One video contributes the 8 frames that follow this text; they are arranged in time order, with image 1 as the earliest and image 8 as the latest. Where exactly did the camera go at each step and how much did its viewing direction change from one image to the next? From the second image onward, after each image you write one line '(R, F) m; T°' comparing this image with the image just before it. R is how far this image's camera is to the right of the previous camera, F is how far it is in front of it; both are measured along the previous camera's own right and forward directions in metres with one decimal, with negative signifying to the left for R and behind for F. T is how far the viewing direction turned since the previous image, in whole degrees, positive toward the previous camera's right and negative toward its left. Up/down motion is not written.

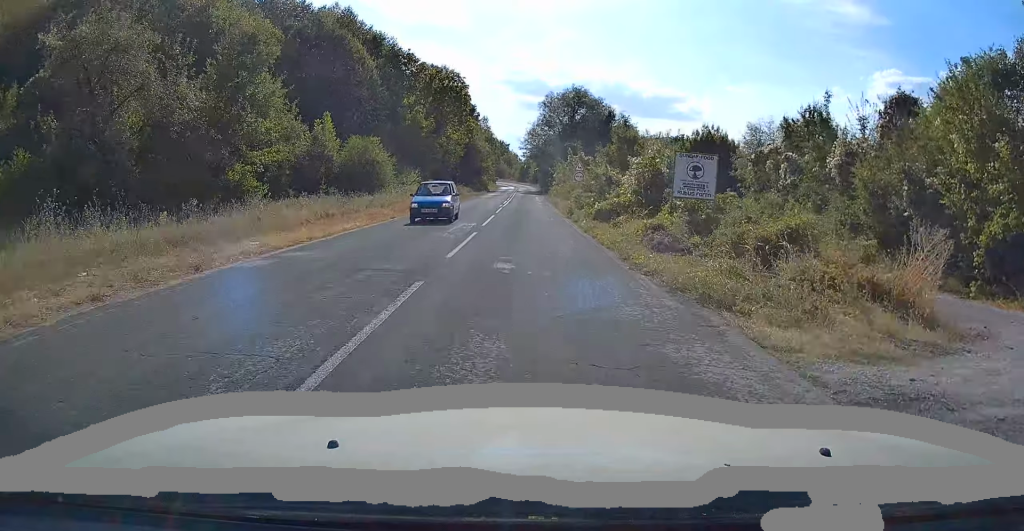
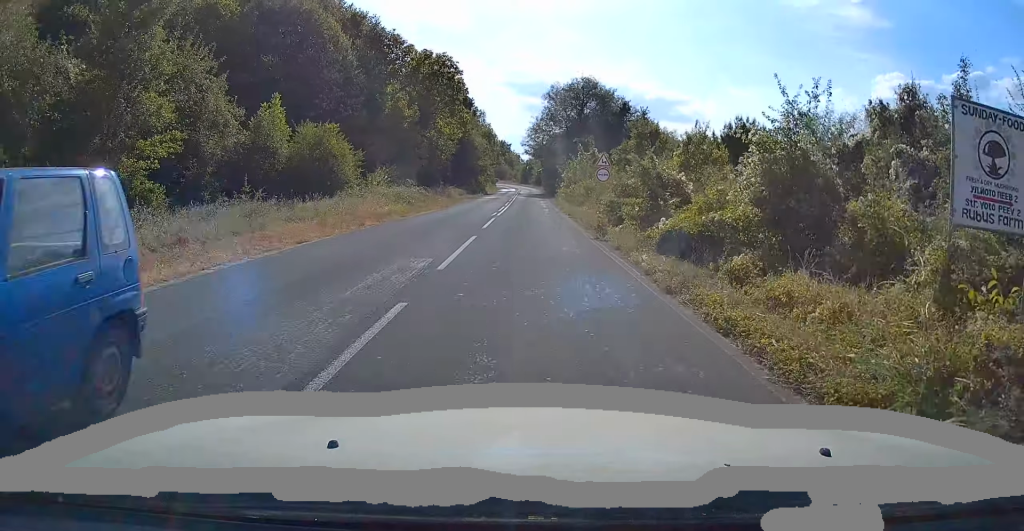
(+0.1, +10.4) m; 0°
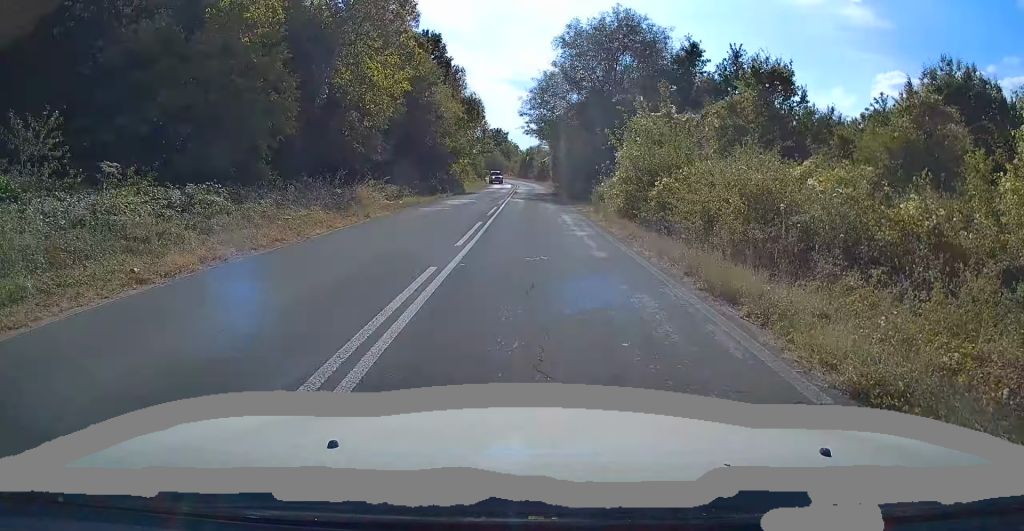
(-0.2, +30.3) m; 0°
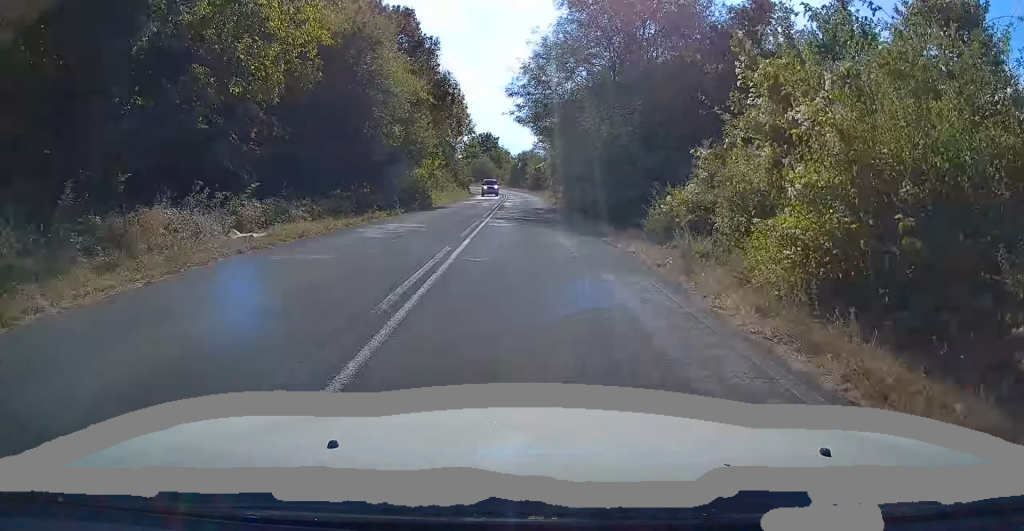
(0.0, +14.6) m; 0°
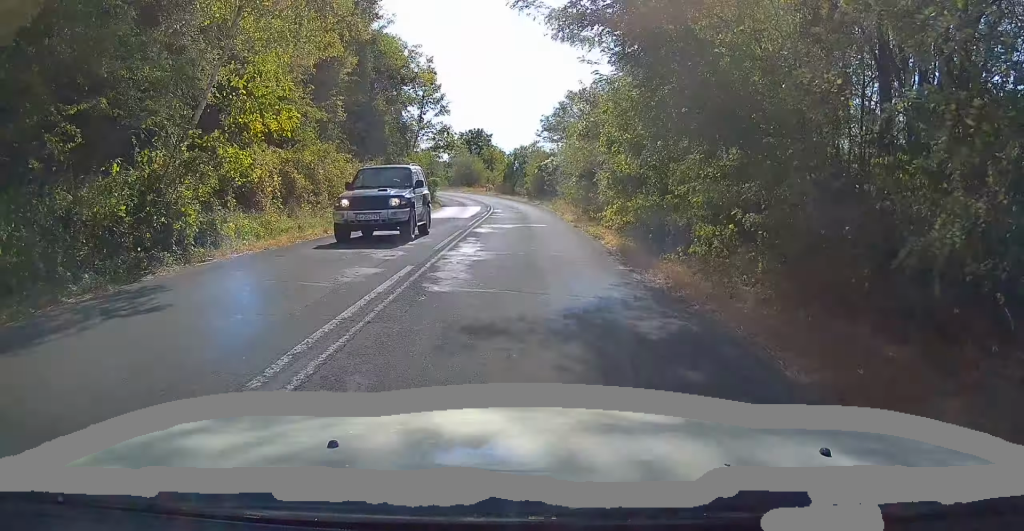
(+0.3, +28.9) m; 0°
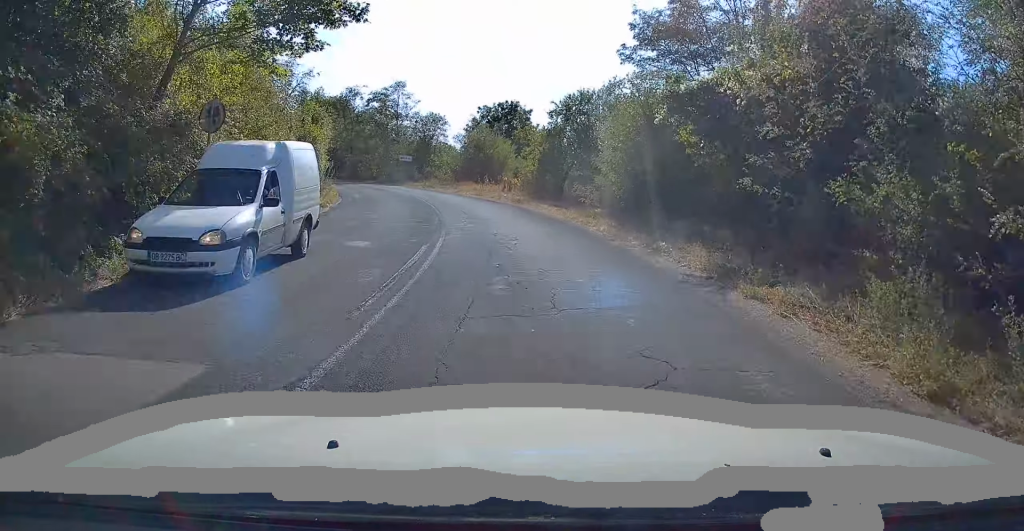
(-1.7, +41.4) m; -8°
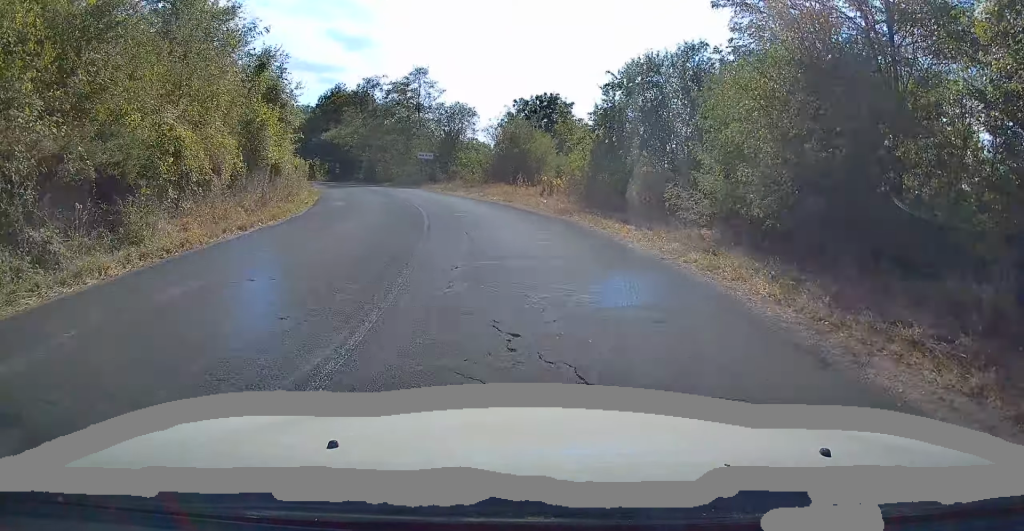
(-0.4, +9.3) m; -4°
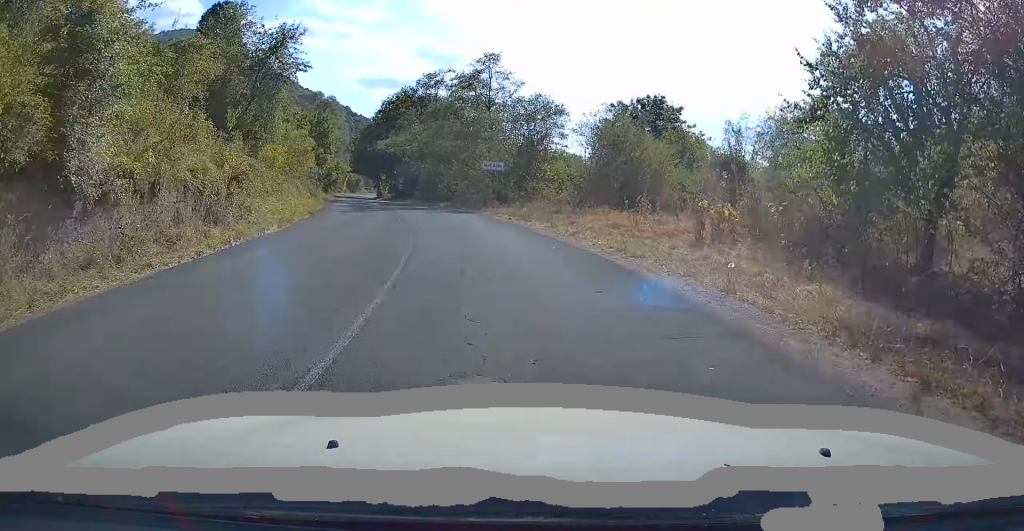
(-0.7, +14.4) m; -7°
